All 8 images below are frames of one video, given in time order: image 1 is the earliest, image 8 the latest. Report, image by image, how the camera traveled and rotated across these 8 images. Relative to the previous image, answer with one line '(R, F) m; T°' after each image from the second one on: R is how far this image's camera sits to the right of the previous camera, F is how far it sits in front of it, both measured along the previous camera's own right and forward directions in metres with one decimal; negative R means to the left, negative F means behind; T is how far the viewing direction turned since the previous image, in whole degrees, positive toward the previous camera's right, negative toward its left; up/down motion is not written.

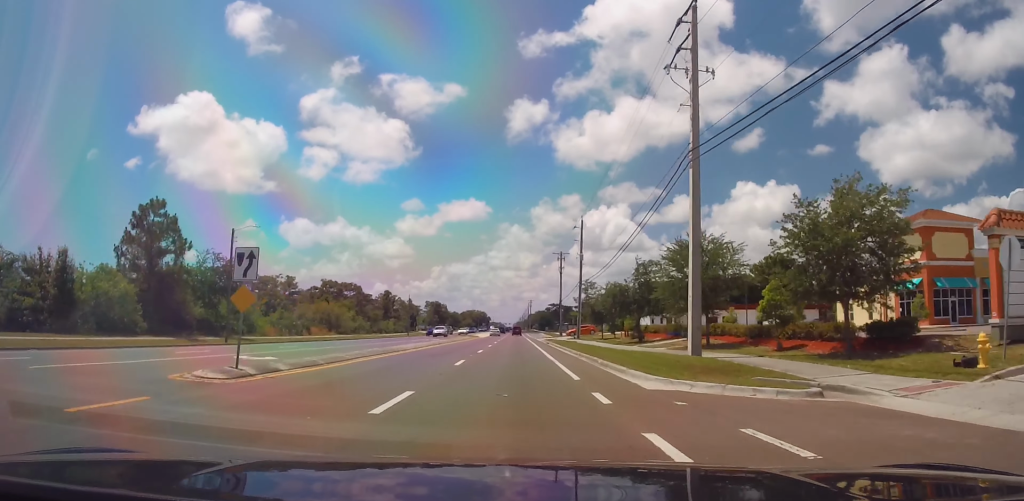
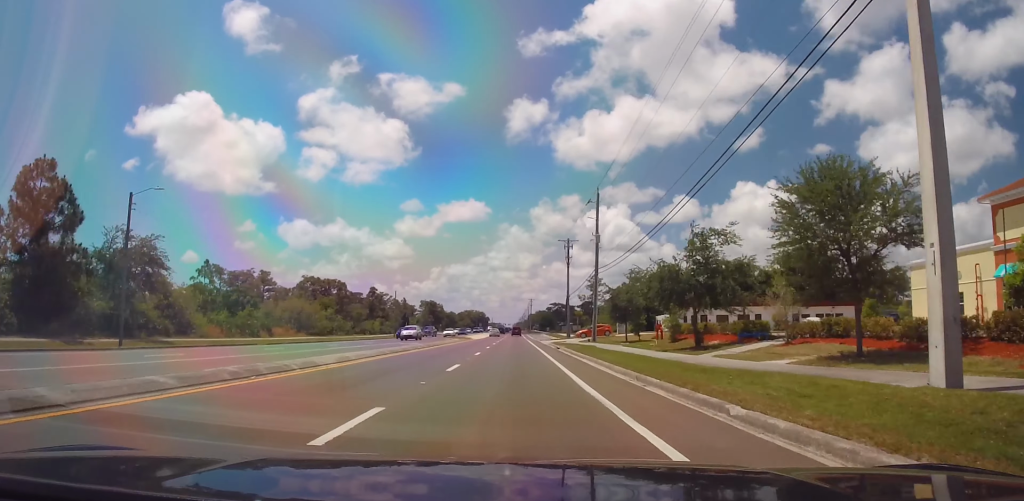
(0.0, +14.6) m; 0°
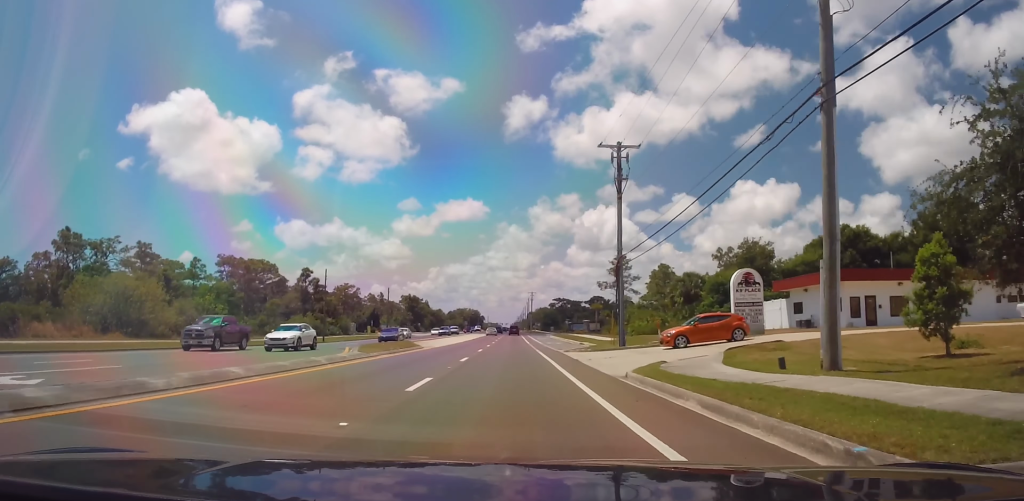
(0.0, +42.6) m; 0°
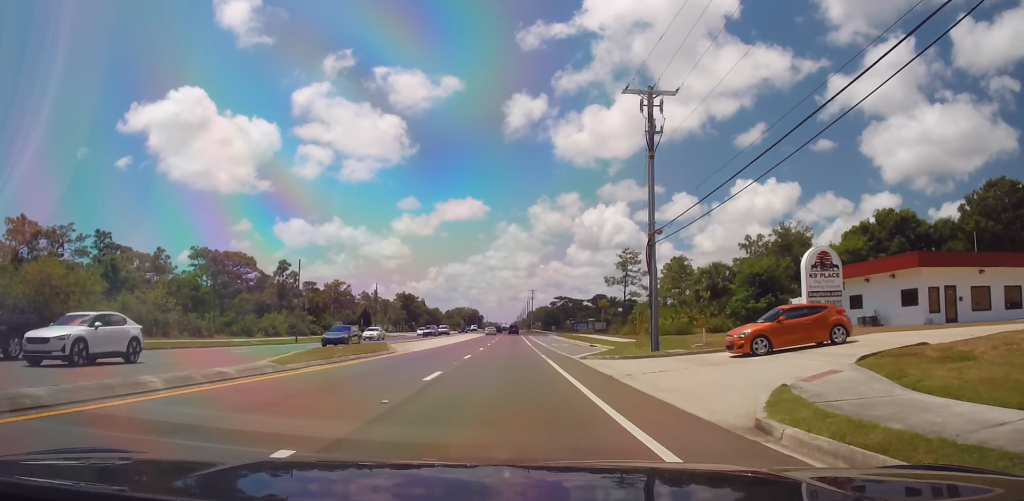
(0.0, +9.5) m; 0°
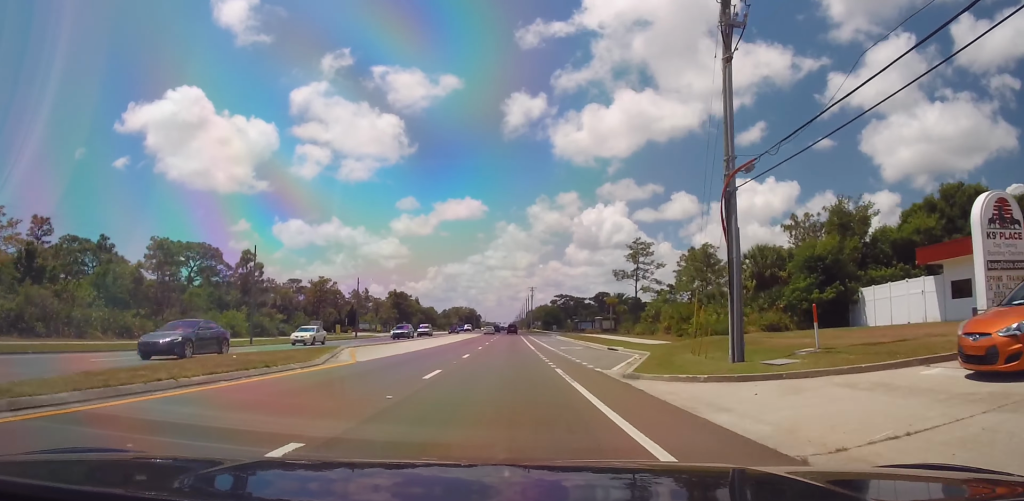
(0.0, +11.6) m; 0°
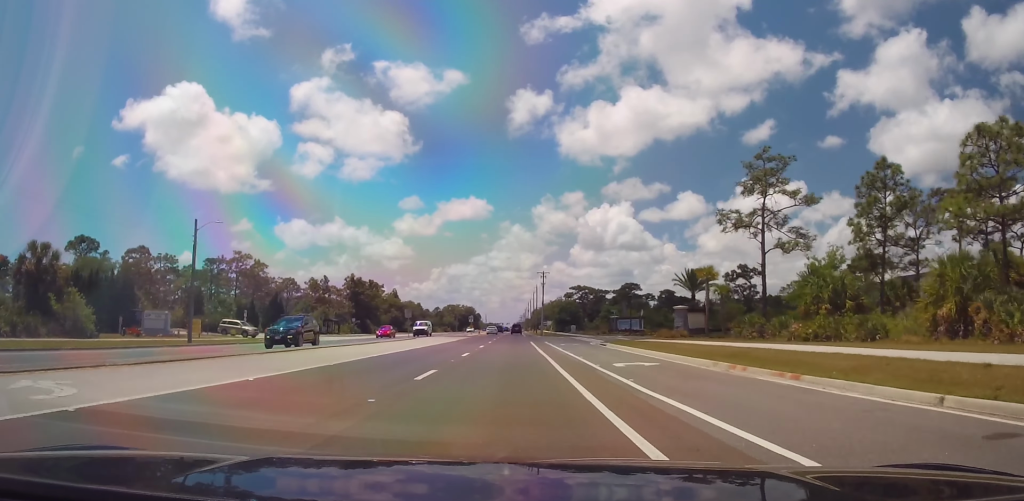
(0.0, +50.7) m; 0°
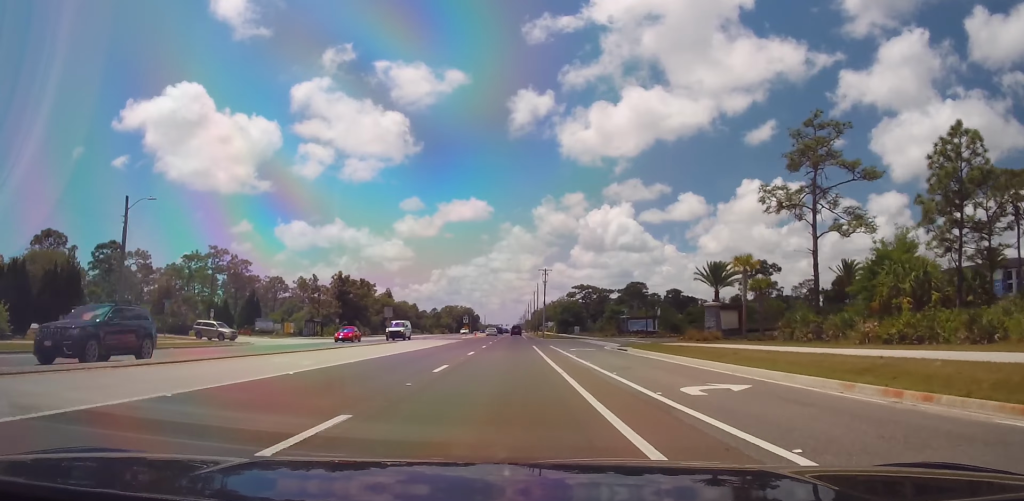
(0.0, +9.1) m; 0°
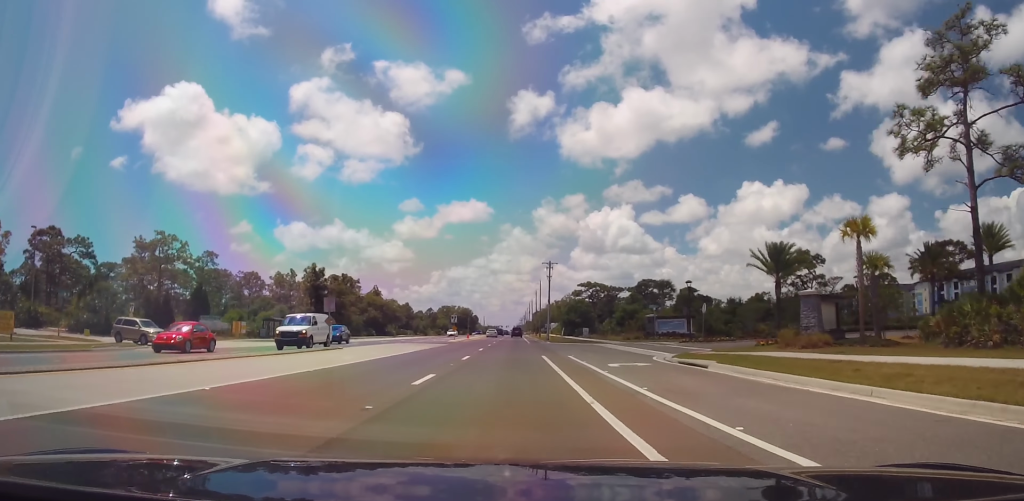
(0.0, +16.0) m; 0°
